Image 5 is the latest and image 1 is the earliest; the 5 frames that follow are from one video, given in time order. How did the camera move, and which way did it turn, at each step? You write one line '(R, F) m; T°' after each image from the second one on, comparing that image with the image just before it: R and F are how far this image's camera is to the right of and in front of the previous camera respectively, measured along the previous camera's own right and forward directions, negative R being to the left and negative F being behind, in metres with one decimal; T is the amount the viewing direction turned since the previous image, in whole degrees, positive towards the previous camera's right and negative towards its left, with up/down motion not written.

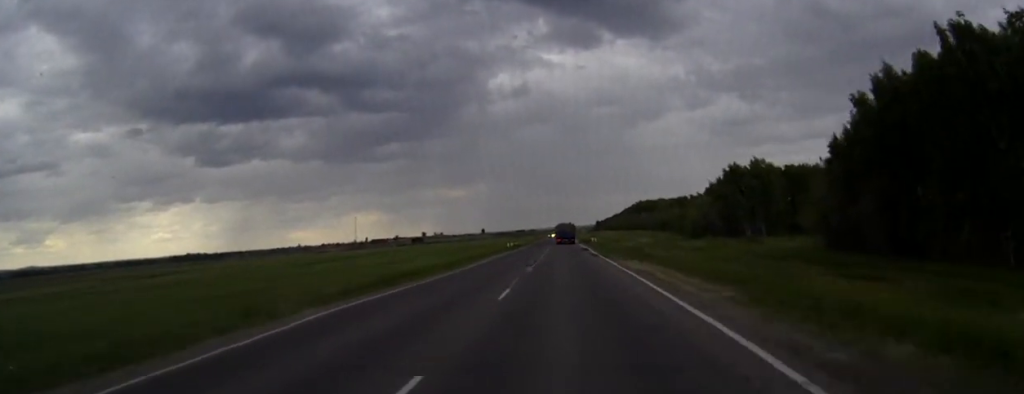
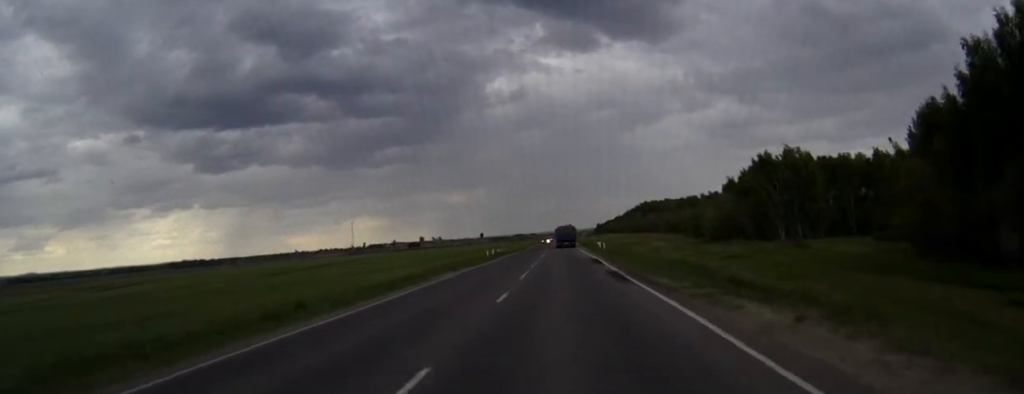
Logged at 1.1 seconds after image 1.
(0.0, +23.5) m; 0°
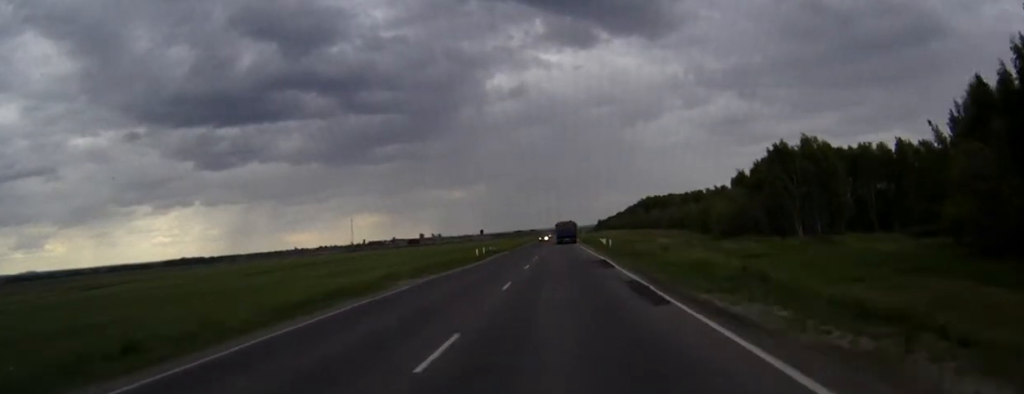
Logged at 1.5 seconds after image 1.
(0.0, +9.3) m; 0°
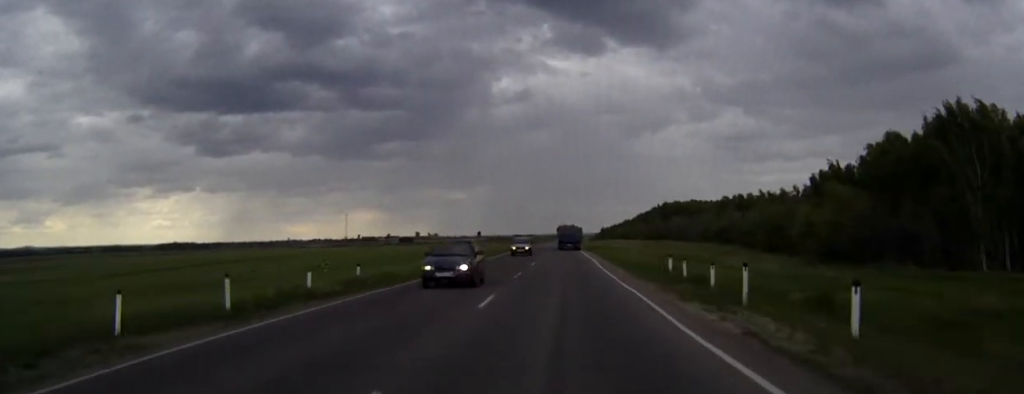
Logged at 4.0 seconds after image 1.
(-0.2, +52.6) m; 0°
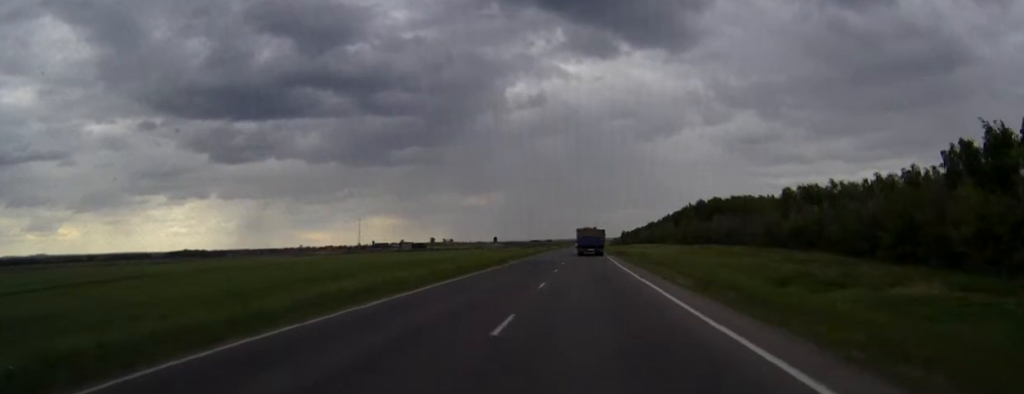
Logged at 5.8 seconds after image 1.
(-0.2, +40.6) m; -1°
